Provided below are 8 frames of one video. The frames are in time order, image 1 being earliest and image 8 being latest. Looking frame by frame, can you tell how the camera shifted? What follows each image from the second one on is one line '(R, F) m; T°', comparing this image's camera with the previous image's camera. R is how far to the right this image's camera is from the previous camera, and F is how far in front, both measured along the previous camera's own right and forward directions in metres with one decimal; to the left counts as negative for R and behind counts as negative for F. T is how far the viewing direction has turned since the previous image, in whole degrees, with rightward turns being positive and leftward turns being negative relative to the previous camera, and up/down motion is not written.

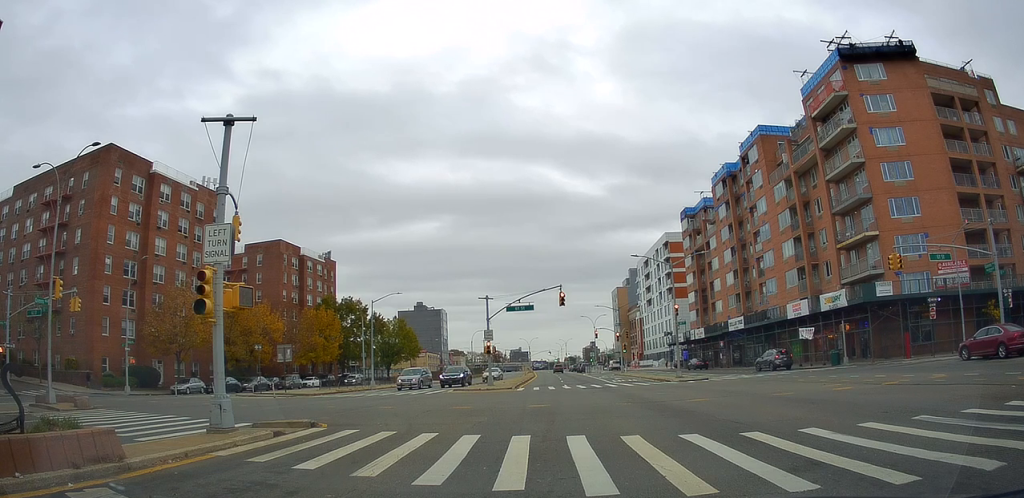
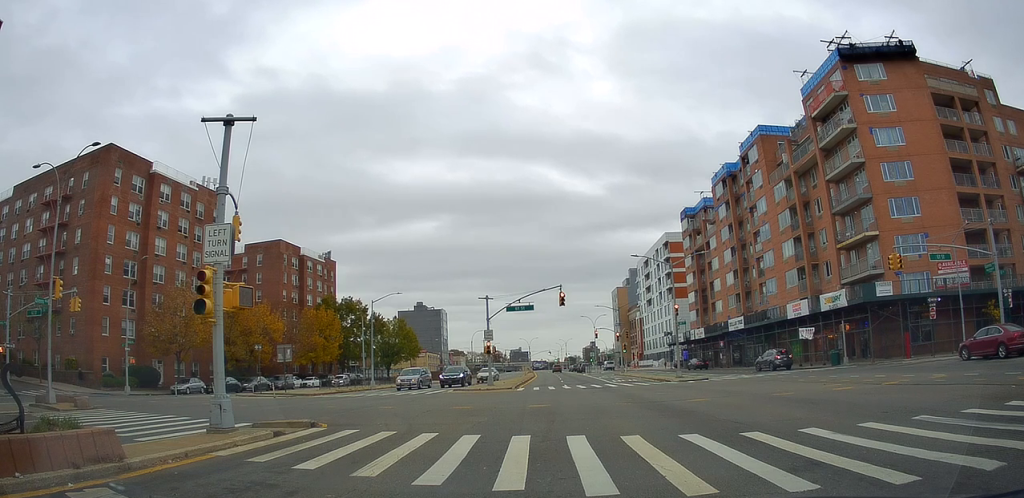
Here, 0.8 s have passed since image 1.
(0.0, 0.0) m; 0°
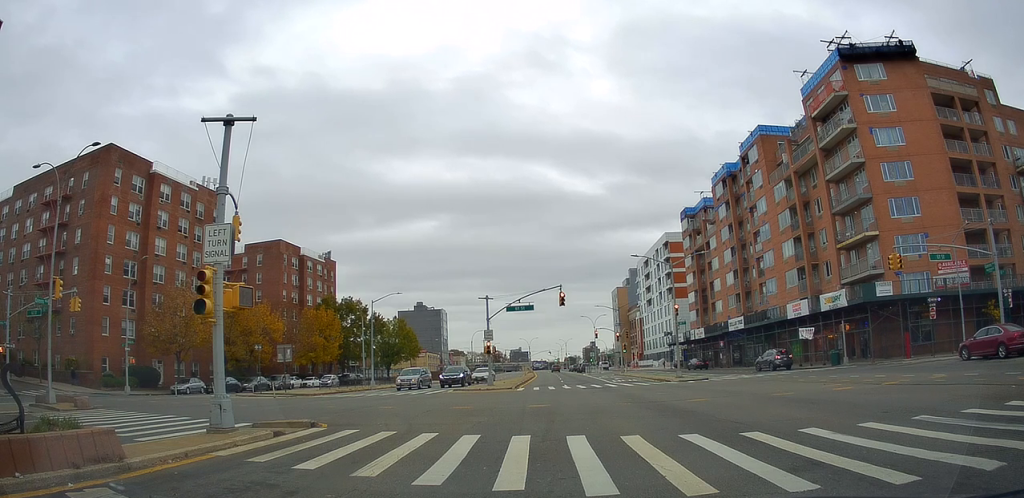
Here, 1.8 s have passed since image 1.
(0.0, 0.0) m; 0°
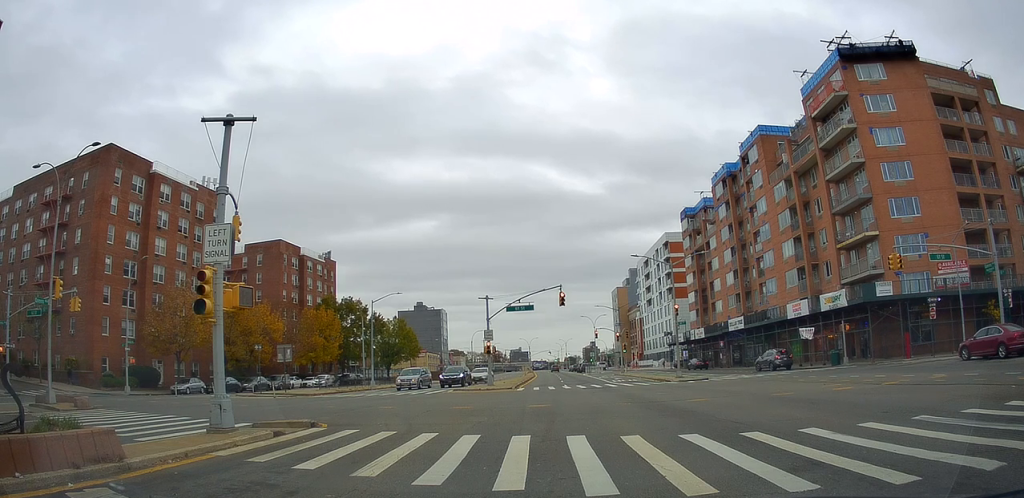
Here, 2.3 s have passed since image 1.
(0.0, 0.0) m; 0°
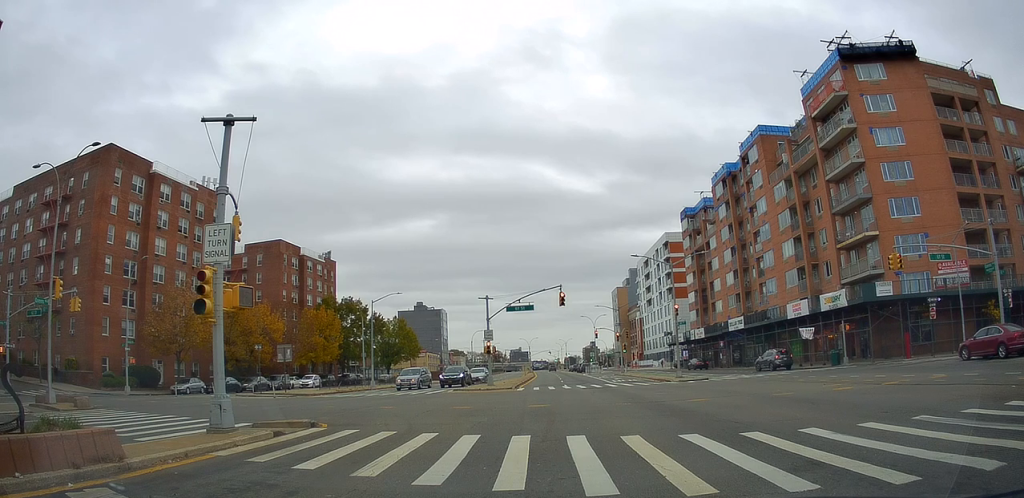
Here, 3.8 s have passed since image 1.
(0.0, 0.0) m; 0°
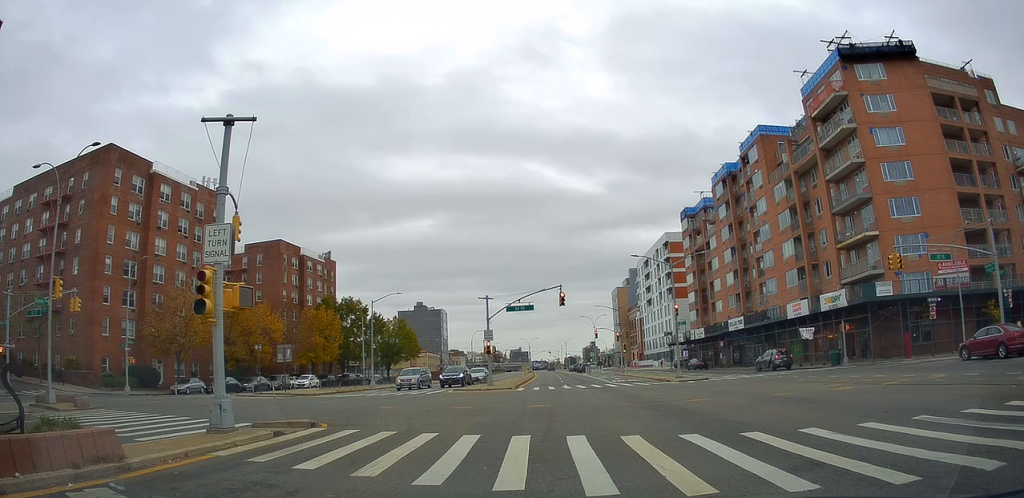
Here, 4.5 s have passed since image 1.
(0.0, 0.0) m; 0°
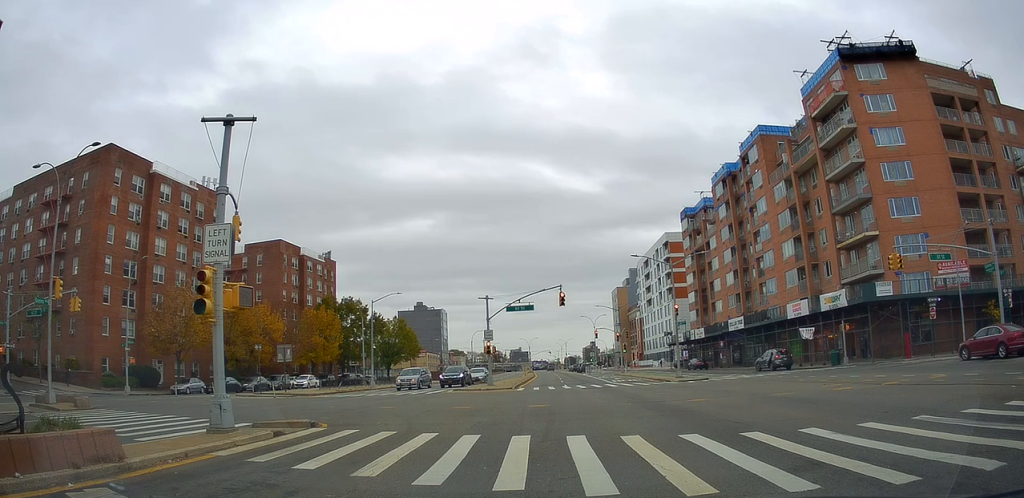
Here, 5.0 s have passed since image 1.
(0.0, 0.0) m; 0°
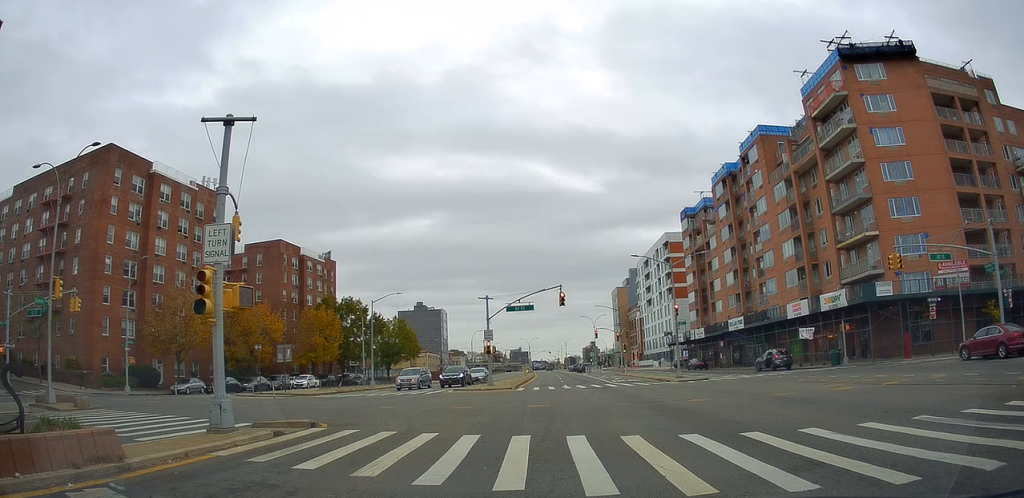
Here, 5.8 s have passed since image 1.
(0.0, 0.0) m; 0°
